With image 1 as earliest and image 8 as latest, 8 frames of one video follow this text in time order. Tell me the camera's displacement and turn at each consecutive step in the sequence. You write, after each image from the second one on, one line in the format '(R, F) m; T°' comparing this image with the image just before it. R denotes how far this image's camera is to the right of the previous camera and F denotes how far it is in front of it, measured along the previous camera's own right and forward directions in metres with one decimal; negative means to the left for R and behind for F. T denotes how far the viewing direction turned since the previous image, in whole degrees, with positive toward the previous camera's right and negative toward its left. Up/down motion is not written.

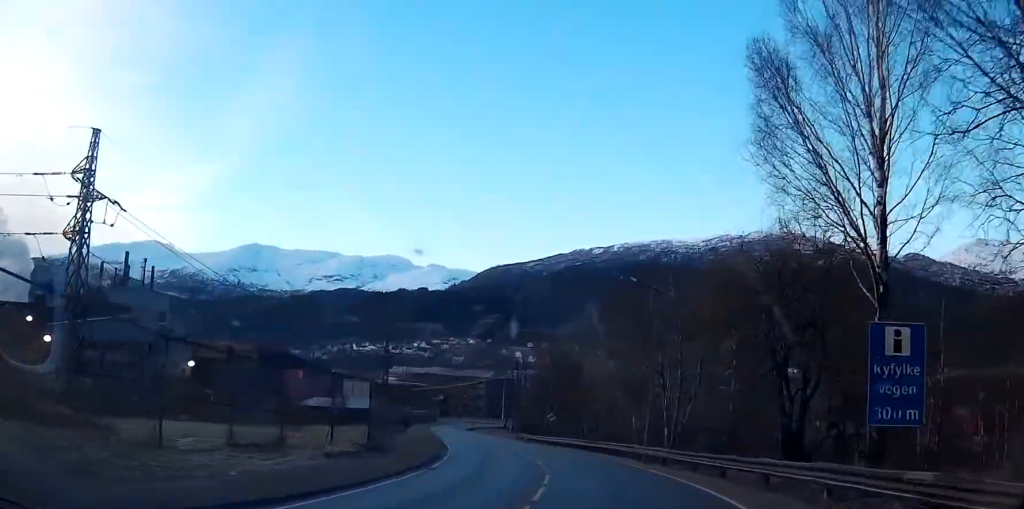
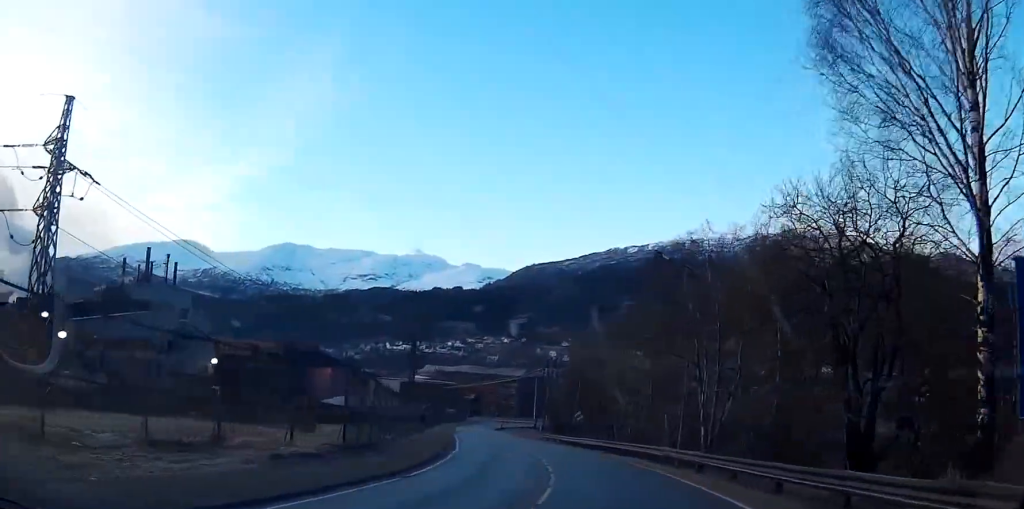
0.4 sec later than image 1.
(0.0, +4.8) m; -2°
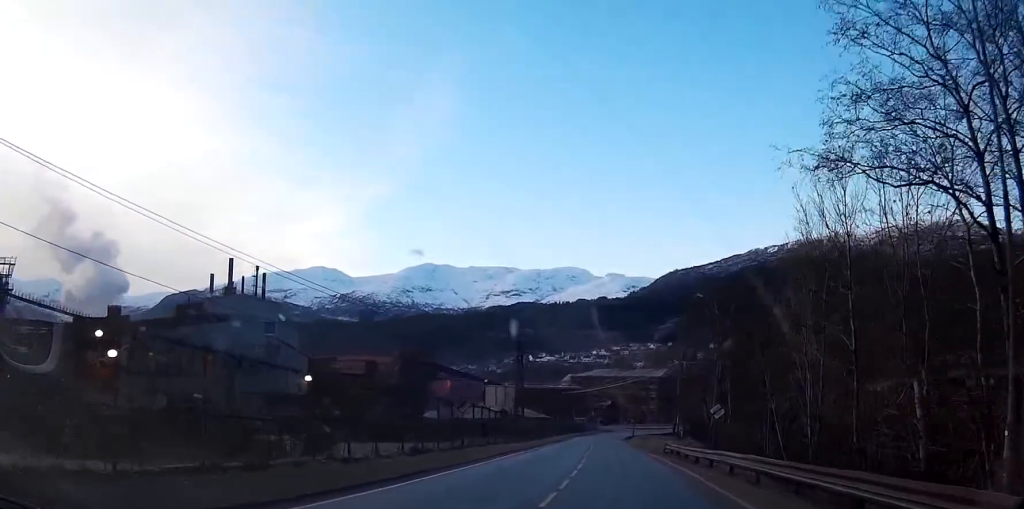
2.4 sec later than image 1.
(-2.1, +24.4) m; -11°
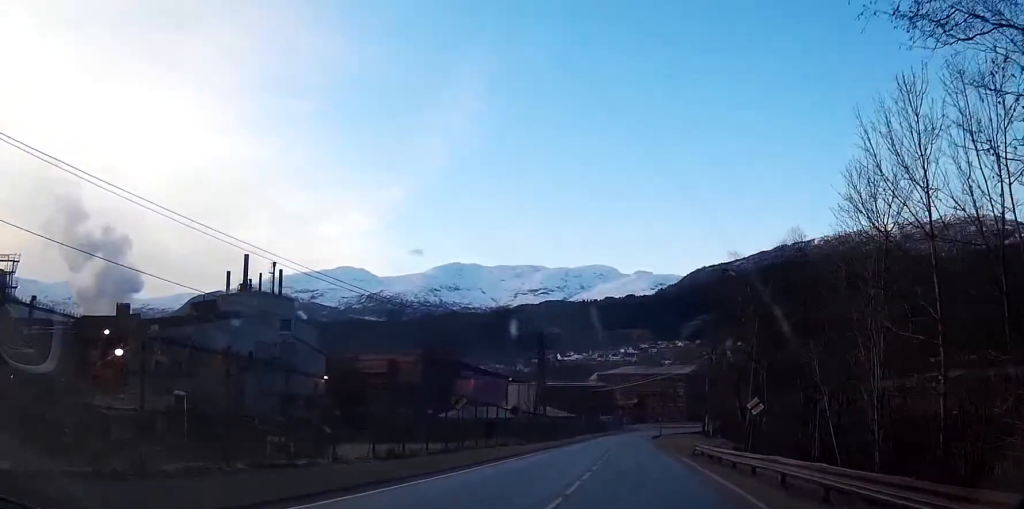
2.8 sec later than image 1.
(-0.4, +5.6) m; -3°
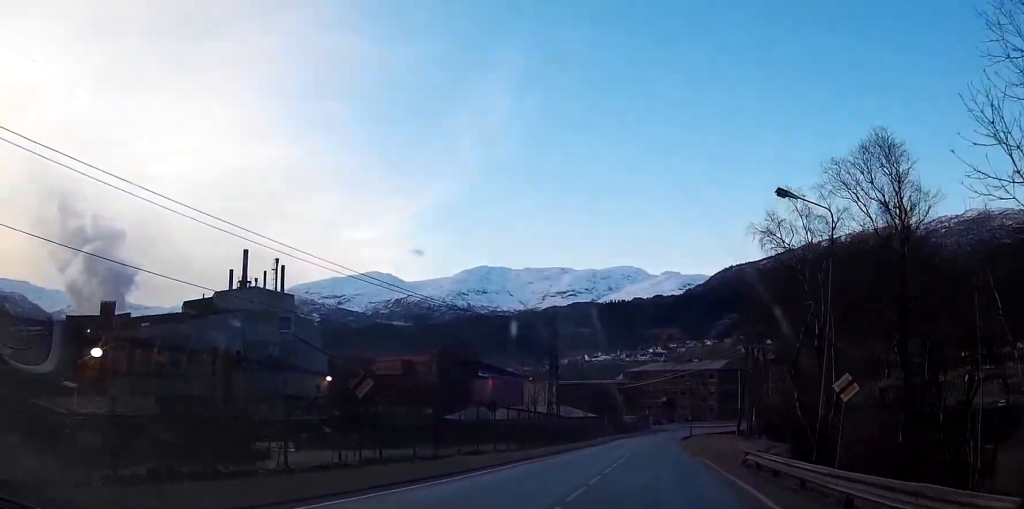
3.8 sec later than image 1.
(-0.7, +13.4) m; -4°
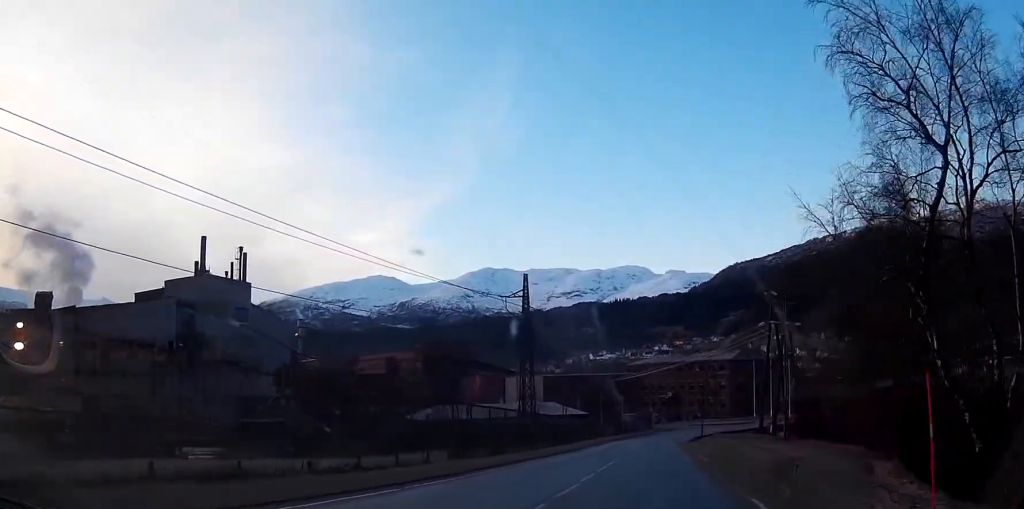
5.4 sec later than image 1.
(-0.3, +19.8) m; -1°
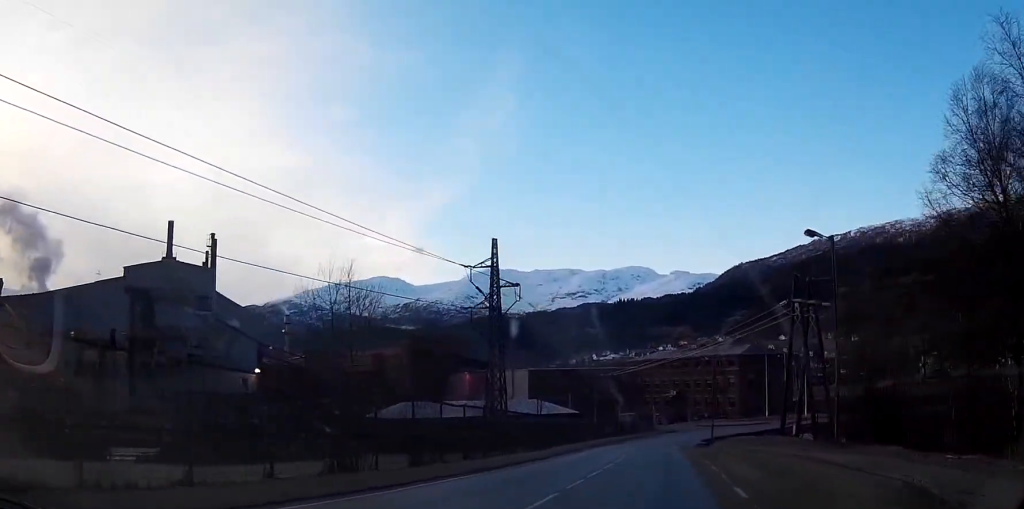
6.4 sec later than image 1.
(-0.1, +13.7) m; 0°
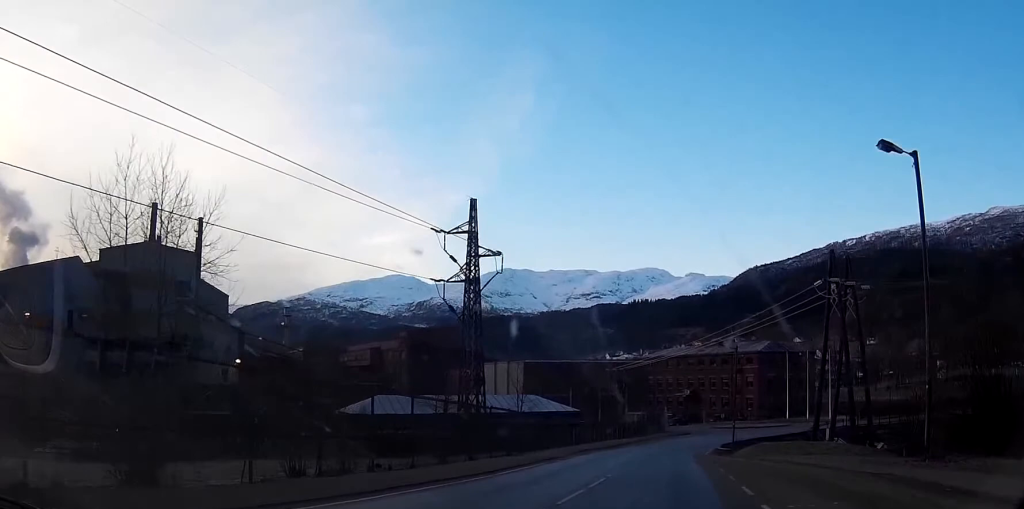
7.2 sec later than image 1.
(+0.1, +10.3) m; -1°
